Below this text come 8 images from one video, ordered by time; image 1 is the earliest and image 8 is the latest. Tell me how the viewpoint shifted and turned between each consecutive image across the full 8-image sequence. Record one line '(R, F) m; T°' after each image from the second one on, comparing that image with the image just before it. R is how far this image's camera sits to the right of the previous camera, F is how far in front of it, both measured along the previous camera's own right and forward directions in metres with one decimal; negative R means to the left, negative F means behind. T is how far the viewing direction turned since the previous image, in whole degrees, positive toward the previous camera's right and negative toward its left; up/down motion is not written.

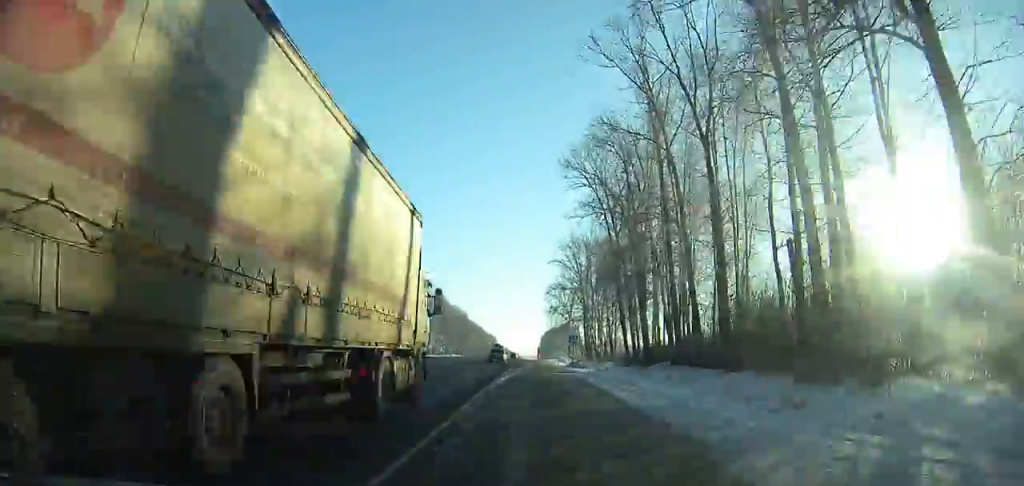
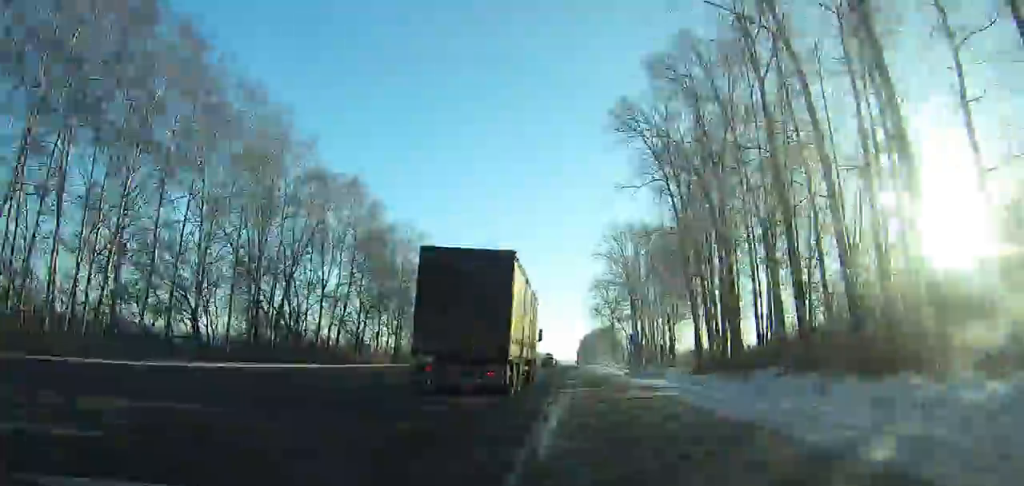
(-0.1, +18.1) m; 0°
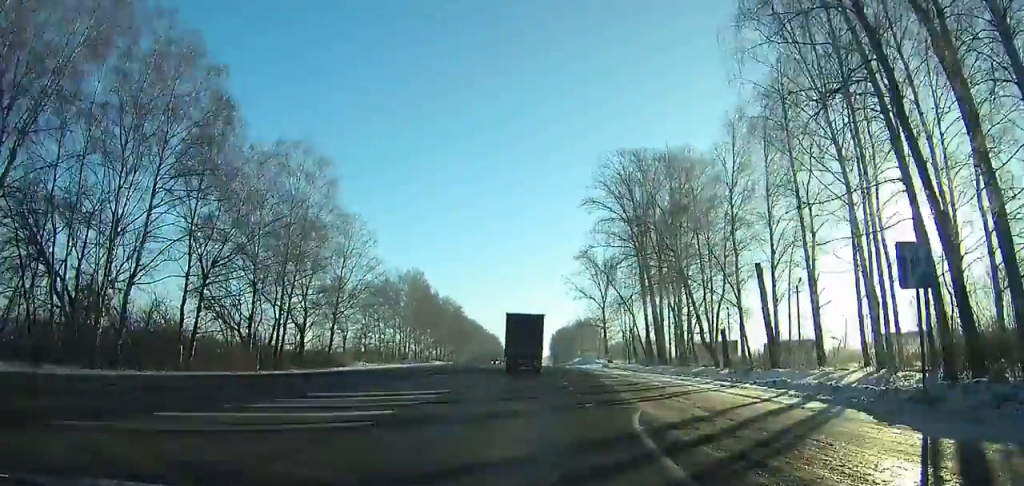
(+0.5, +40.6) m; +1°
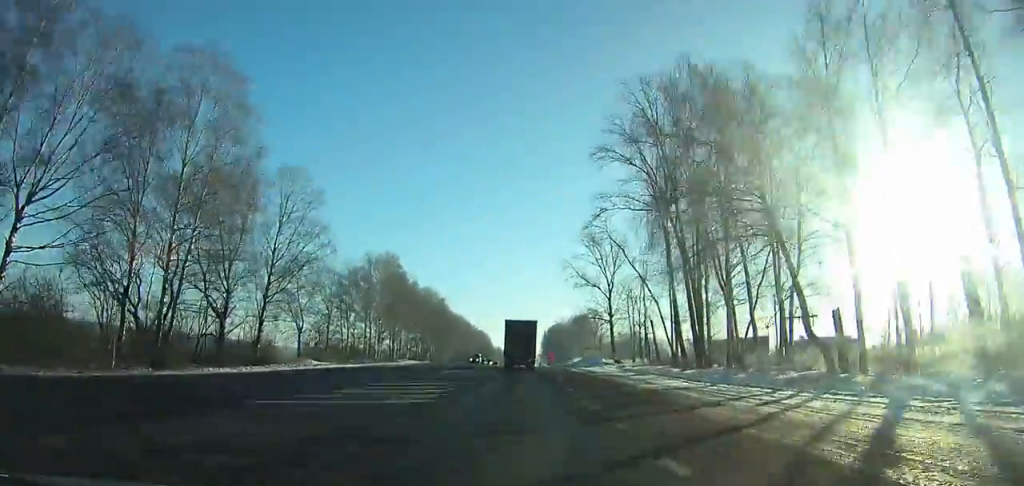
(0.0, +20.3) m; 0°
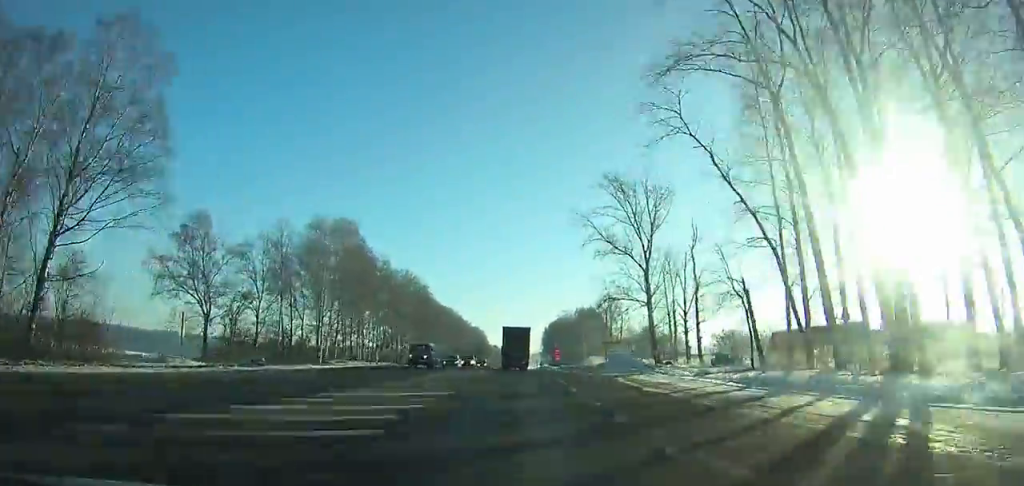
(0.0, +28.6) m; 0°
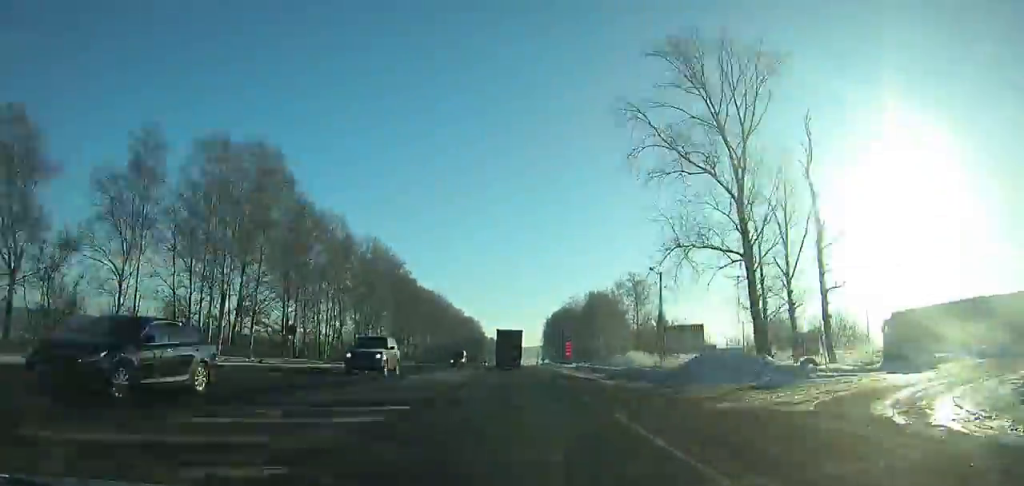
(+0.3, +28.5) m; 0°
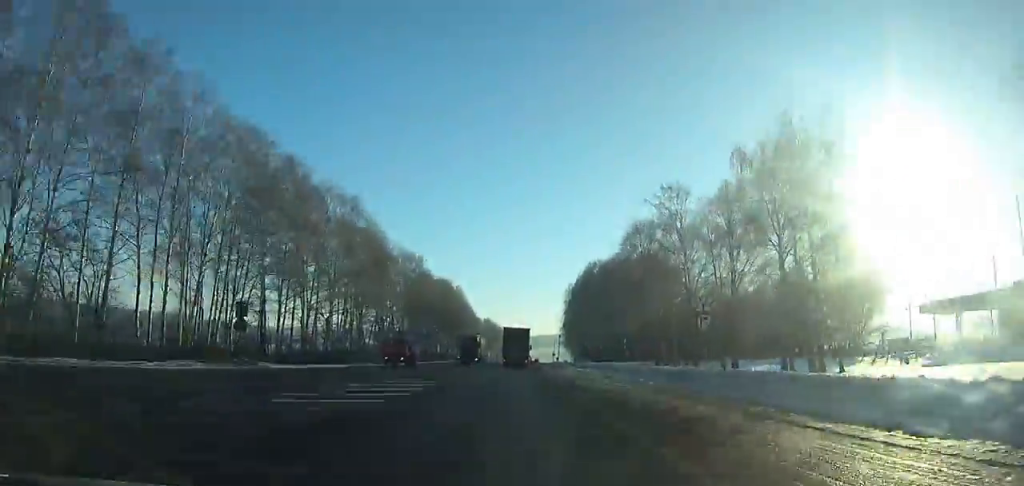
(+1.3, +98.6) m; +2°
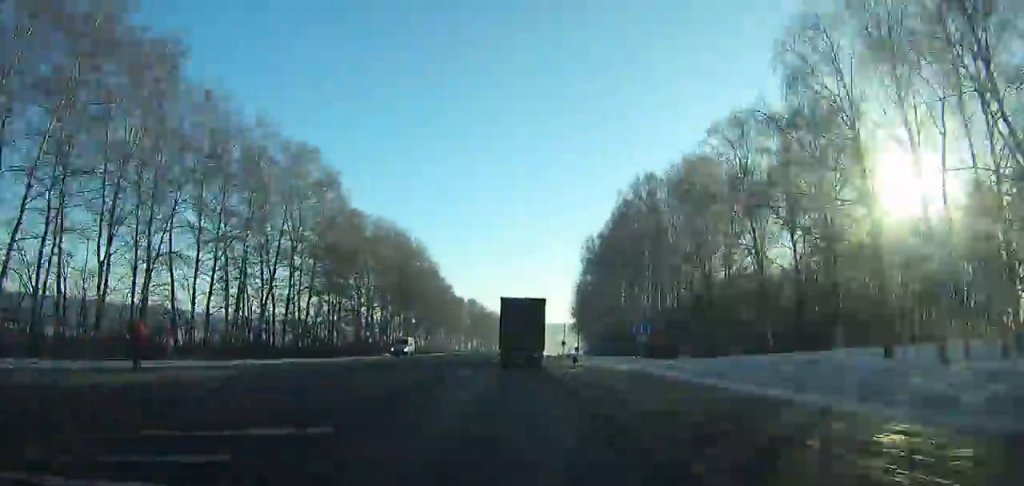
(+0.4, +61.2) m; 0°
